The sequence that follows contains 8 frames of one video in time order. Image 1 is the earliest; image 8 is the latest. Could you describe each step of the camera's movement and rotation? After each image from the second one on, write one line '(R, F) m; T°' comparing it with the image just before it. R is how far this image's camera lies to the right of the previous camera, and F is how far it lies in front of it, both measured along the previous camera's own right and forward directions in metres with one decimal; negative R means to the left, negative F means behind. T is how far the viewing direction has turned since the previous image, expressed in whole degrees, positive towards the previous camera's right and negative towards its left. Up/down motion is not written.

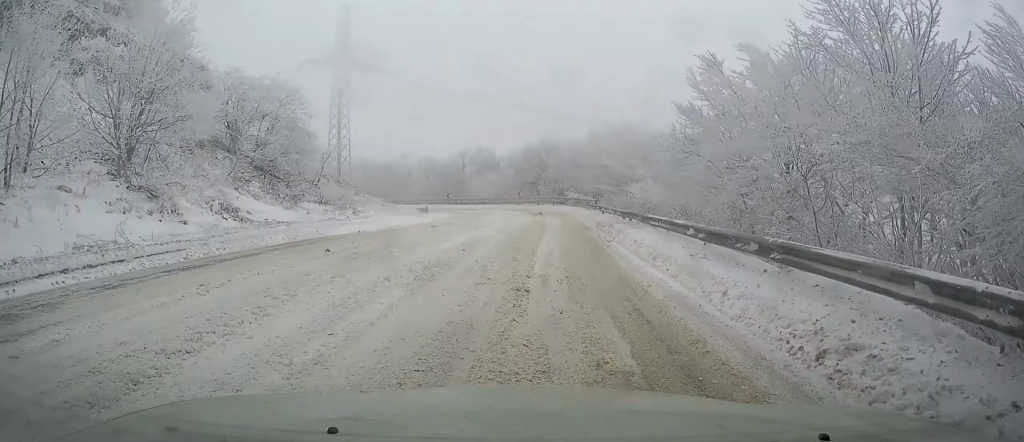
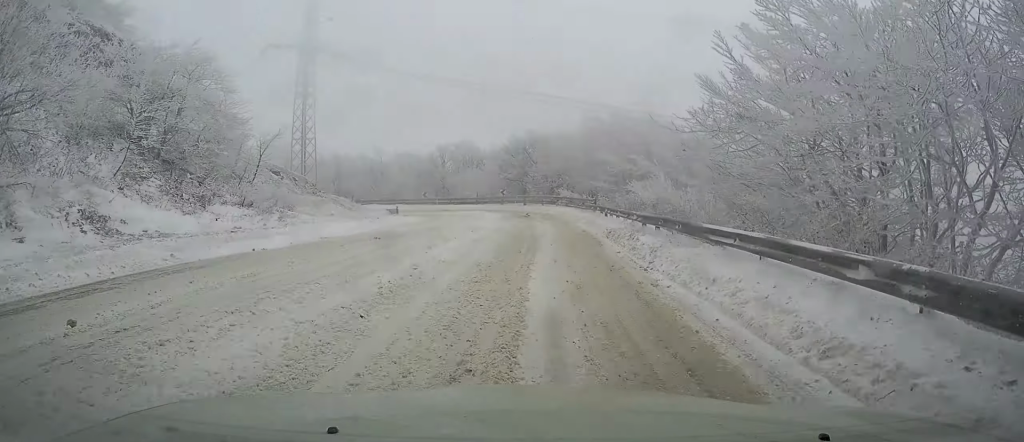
(+0.2, +7.2) m; +4°
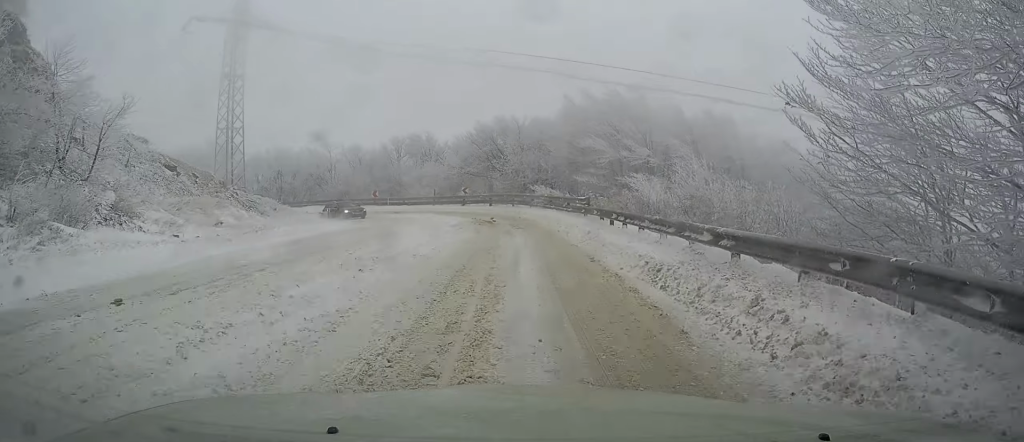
(+0.5, +10.2) m; +5°
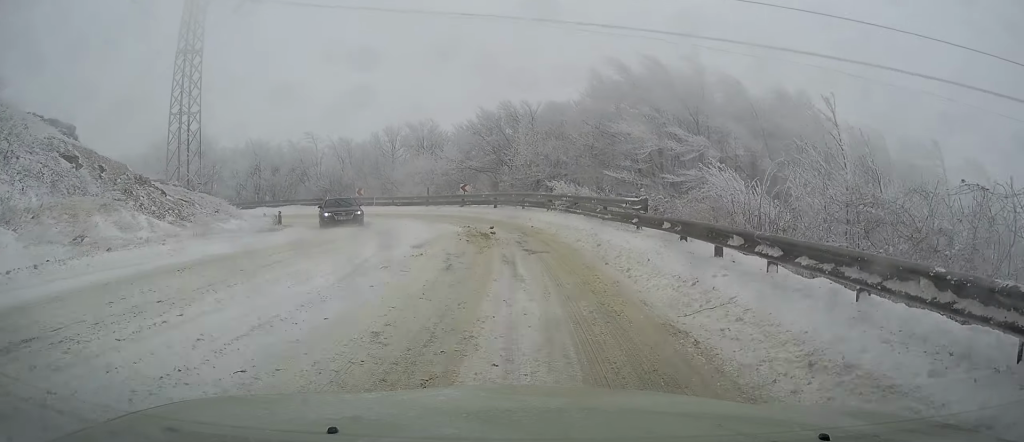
(+0.2, +9.4) m; -2°
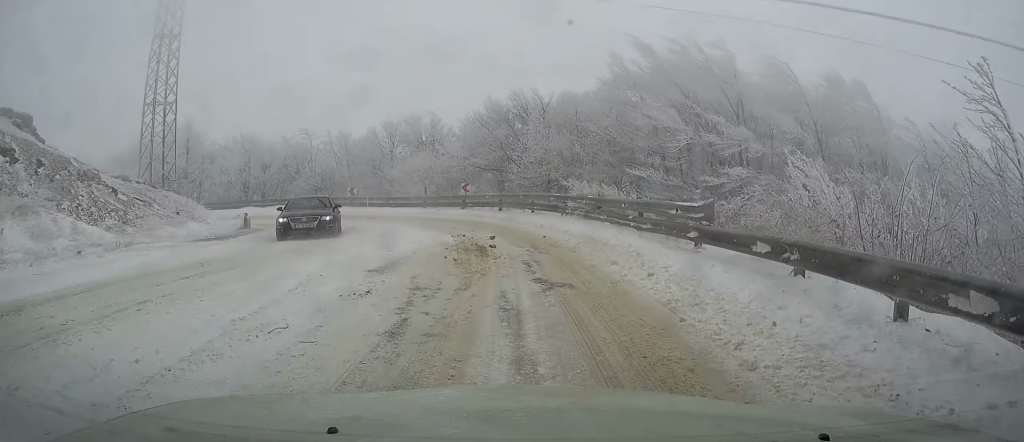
(-0.2, +4.4) m; -4°
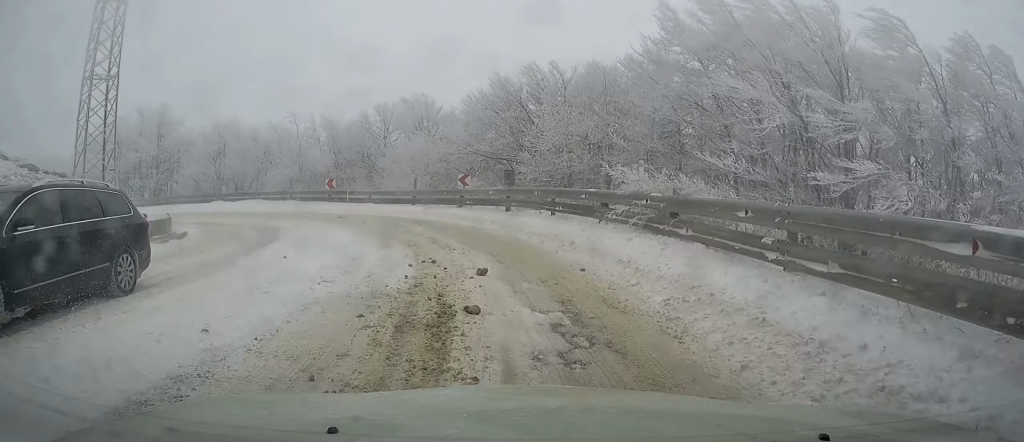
(-0.4, +7.5) m; -4°
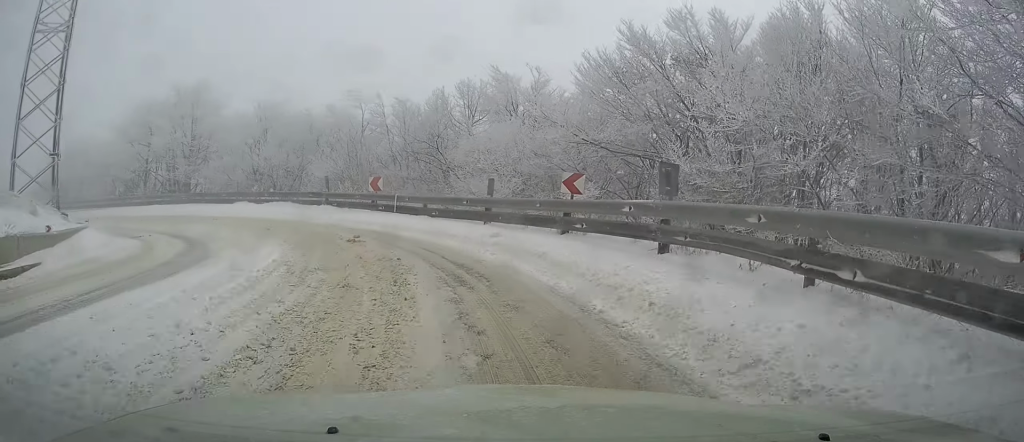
(-0.3, +11.1) m; -7°
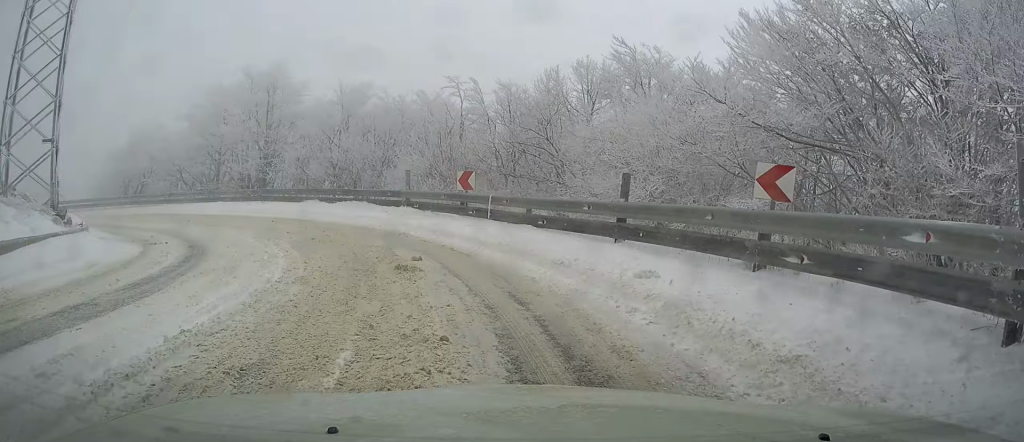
(-0.6, +5.4) m; -8°
